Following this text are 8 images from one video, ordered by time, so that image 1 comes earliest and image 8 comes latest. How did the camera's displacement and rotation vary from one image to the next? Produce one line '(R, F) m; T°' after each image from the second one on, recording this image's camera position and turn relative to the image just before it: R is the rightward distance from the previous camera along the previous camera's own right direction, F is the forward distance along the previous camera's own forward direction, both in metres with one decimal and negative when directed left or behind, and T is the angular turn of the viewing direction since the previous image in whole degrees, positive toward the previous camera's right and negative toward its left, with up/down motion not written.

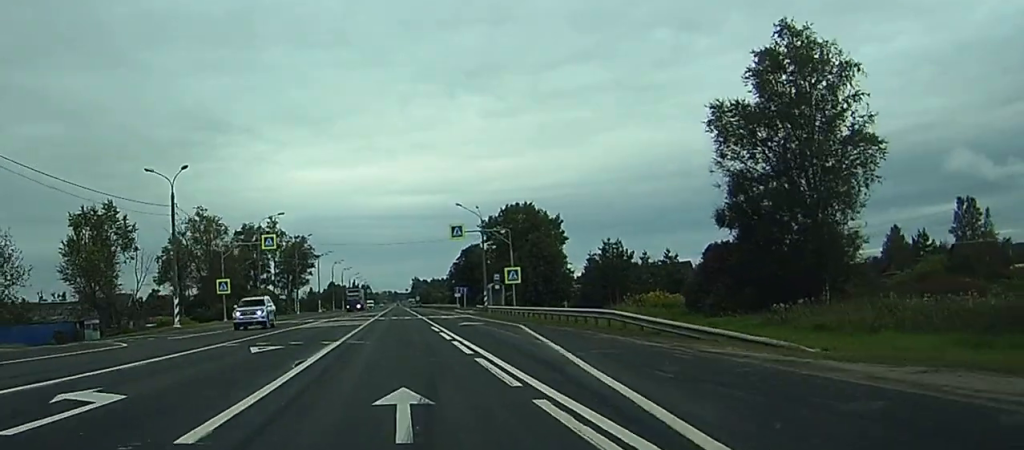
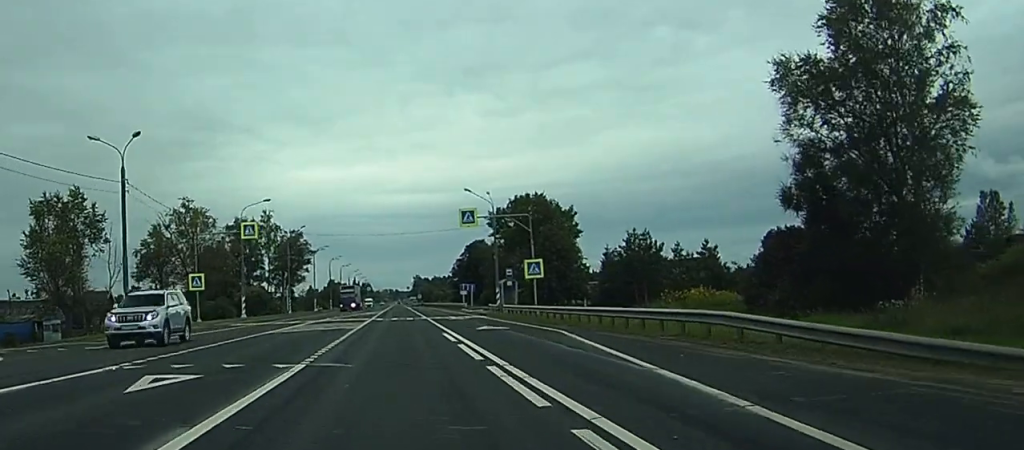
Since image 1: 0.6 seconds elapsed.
(0.0, +10.3) m; 0°
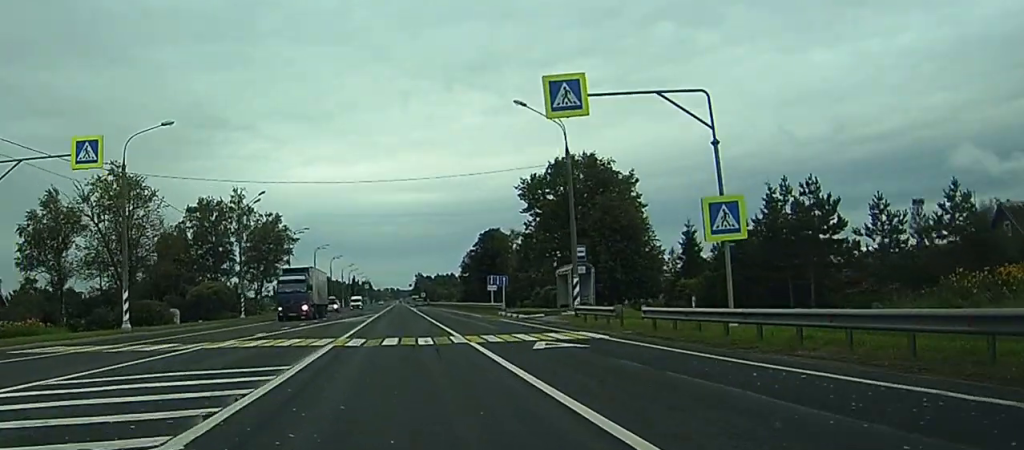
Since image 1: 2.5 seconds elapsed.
(-0.1, +34.6) m; 0°
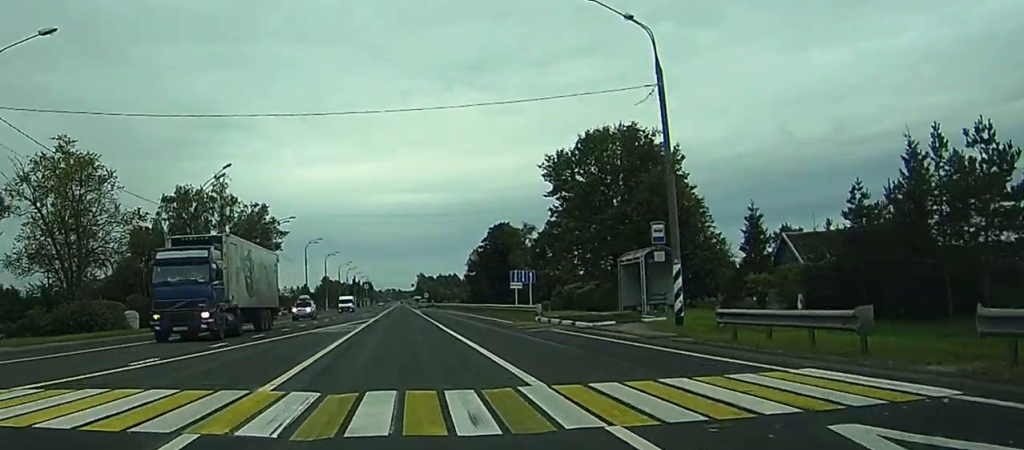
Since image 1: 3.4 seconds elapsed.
(0.0, +16.4) m; 0°
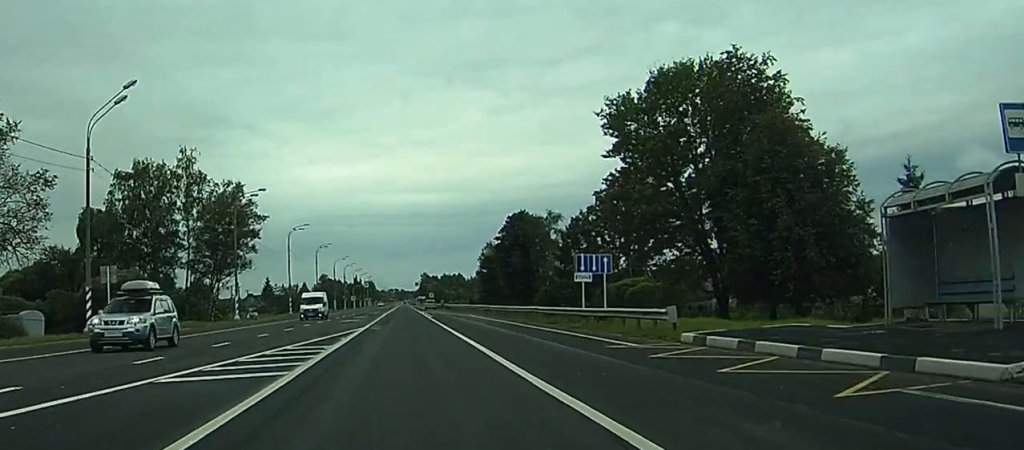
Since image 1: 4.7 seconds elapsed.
(-0.1, +23.7) m; 0°
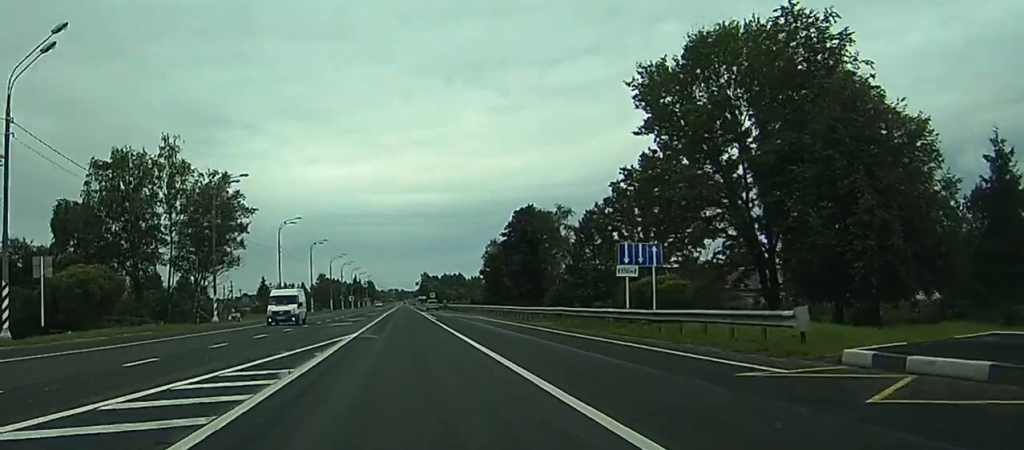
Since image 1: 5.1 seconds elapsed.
(0.0, +8.6) m; 0°
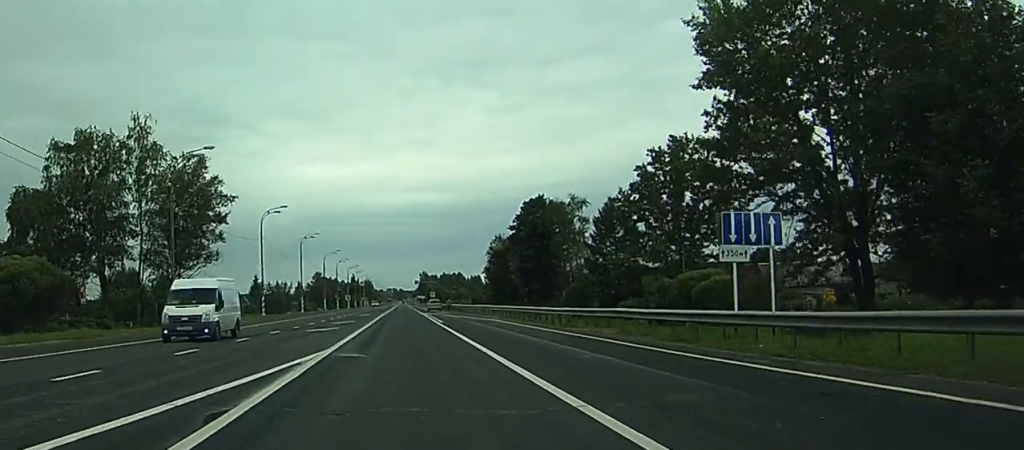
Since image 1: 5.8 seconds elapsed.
(0.0, +11.6) m; 0°
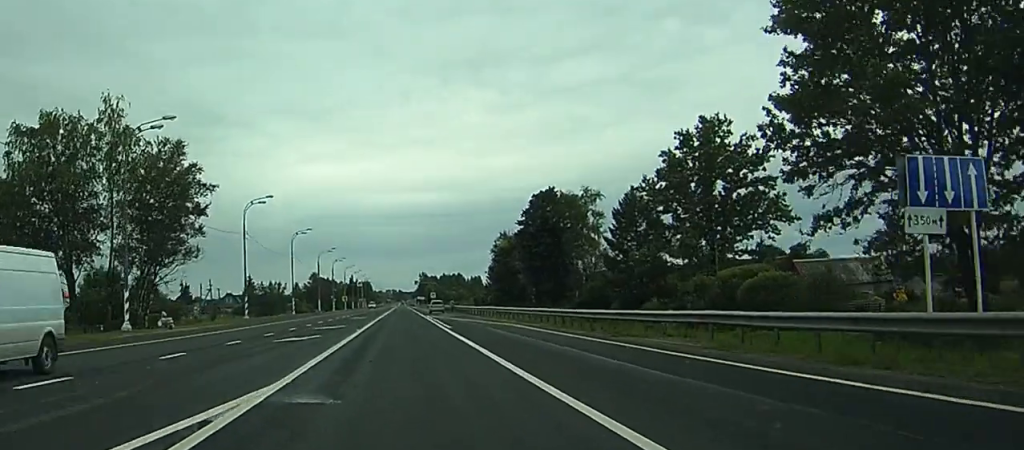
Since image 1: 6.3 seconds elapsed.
(-0.1, +9.3) m; 0°
